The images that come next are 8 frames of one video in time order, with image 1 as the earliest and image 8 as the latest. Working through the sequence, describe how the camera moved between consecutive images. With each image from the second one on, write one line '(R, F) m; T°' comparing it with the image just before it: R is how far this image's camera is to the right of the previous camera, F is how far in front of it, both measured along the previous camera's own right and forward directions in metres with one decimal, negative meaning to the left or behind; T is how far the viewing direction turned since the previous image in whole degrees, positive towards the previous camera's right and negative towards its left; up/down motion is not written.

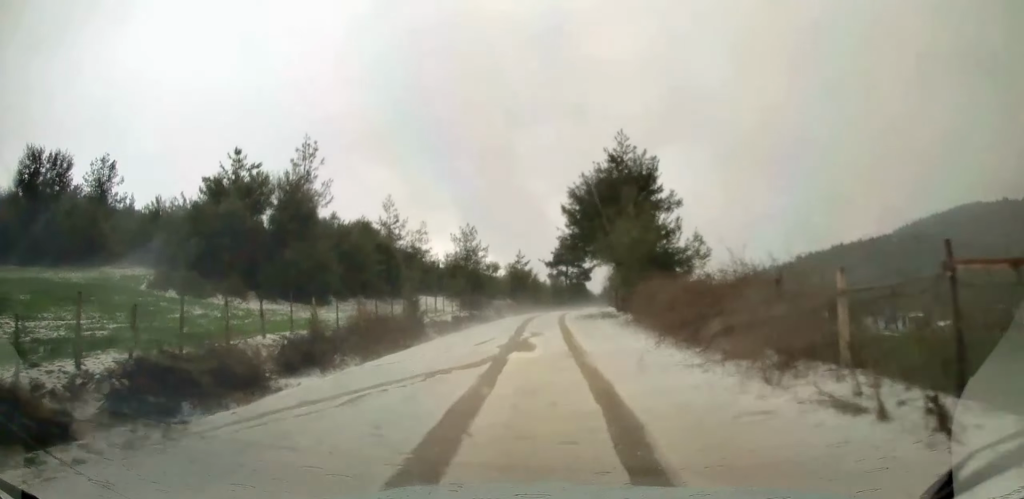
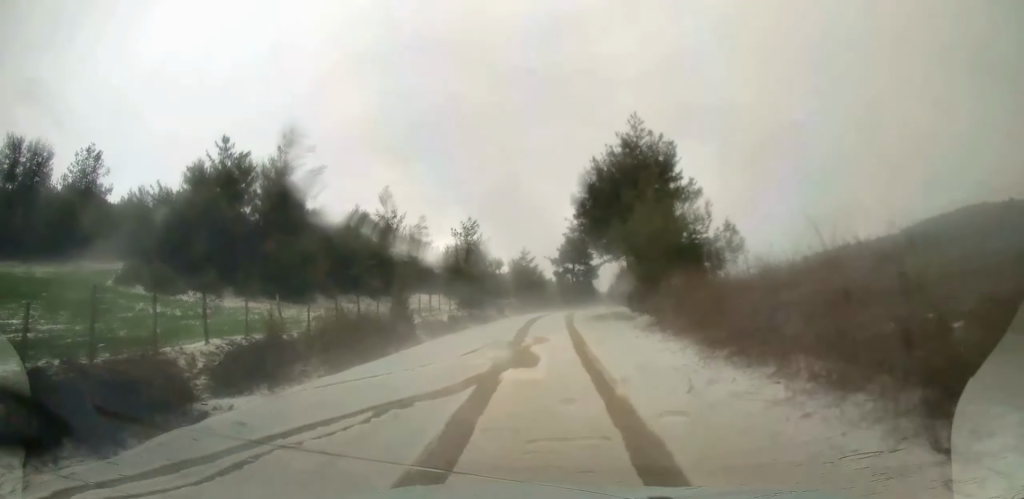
(-0.1, +3.7) m; -1°
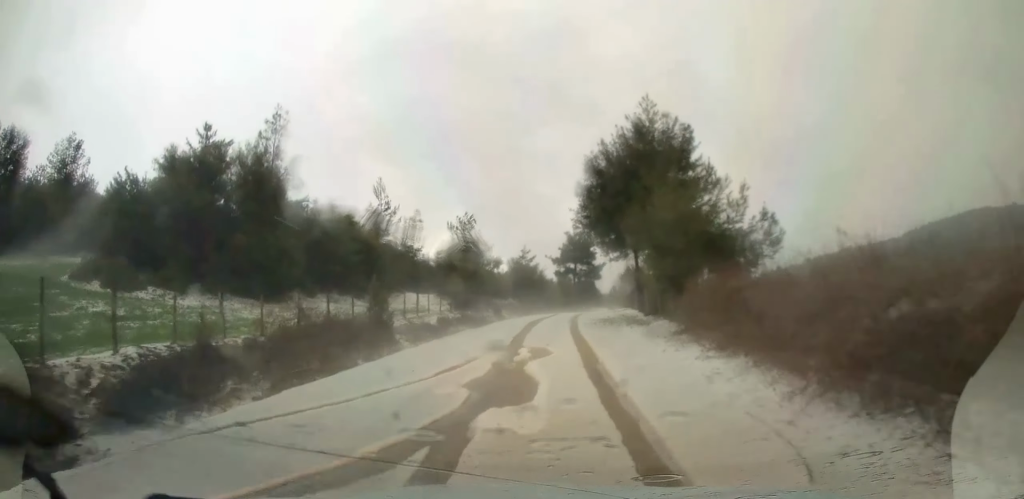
(0.0, +3.7) m; -1°
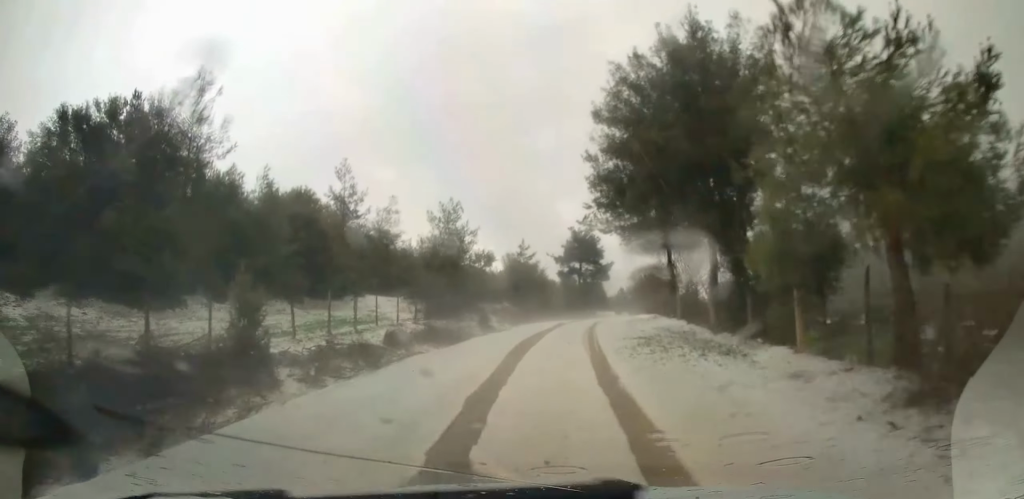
(+0.2, +10.7) m; +2°
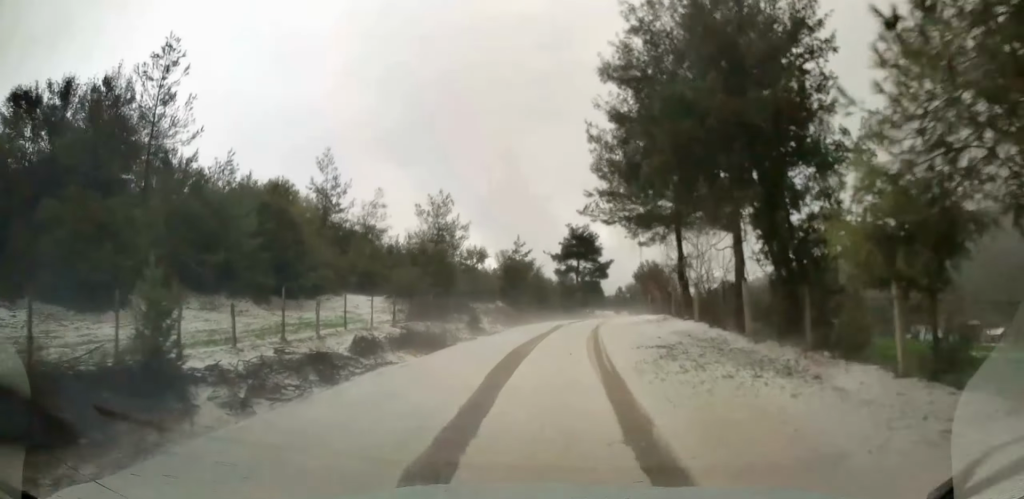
(+0.1, +3.3) m; +1°
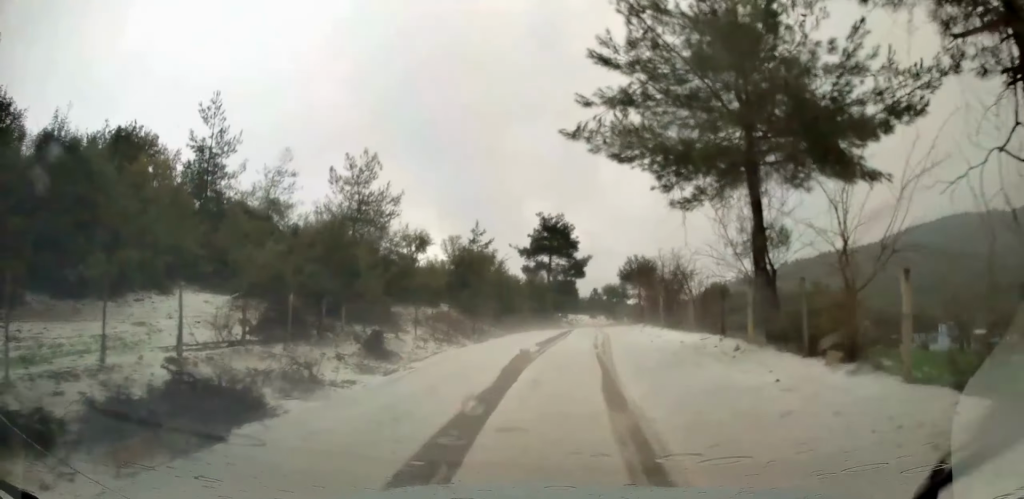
(+0.2, +13.4) m; +3°
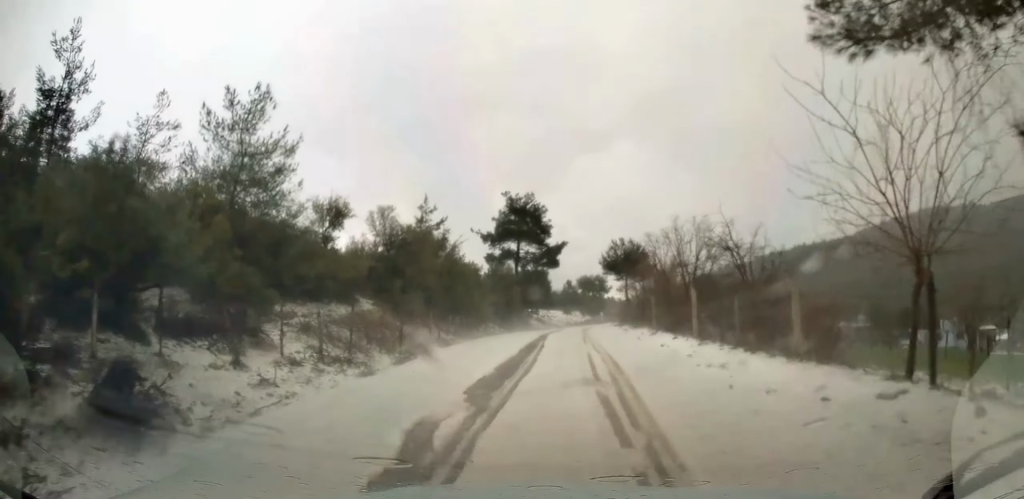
(+0.3, +10.5) m; +1°
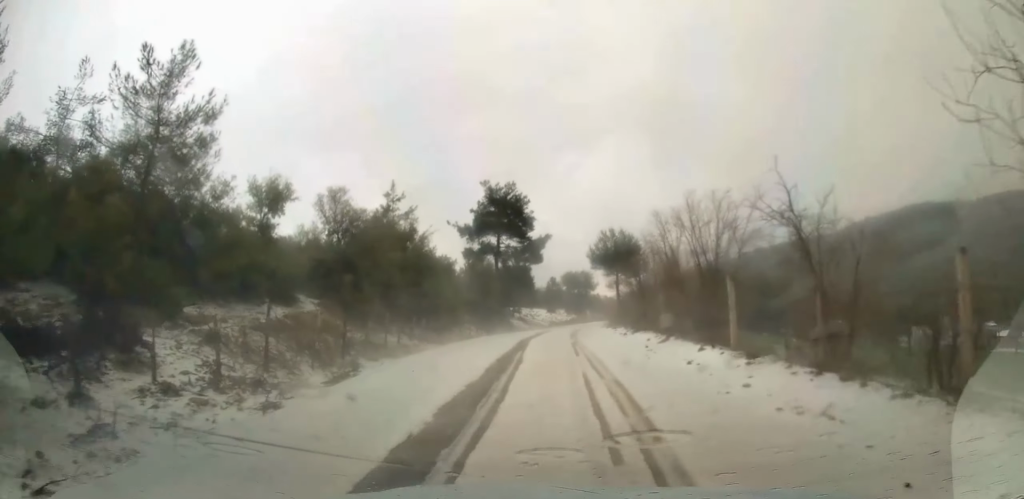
(-0.1, +4.6) m; 0°
